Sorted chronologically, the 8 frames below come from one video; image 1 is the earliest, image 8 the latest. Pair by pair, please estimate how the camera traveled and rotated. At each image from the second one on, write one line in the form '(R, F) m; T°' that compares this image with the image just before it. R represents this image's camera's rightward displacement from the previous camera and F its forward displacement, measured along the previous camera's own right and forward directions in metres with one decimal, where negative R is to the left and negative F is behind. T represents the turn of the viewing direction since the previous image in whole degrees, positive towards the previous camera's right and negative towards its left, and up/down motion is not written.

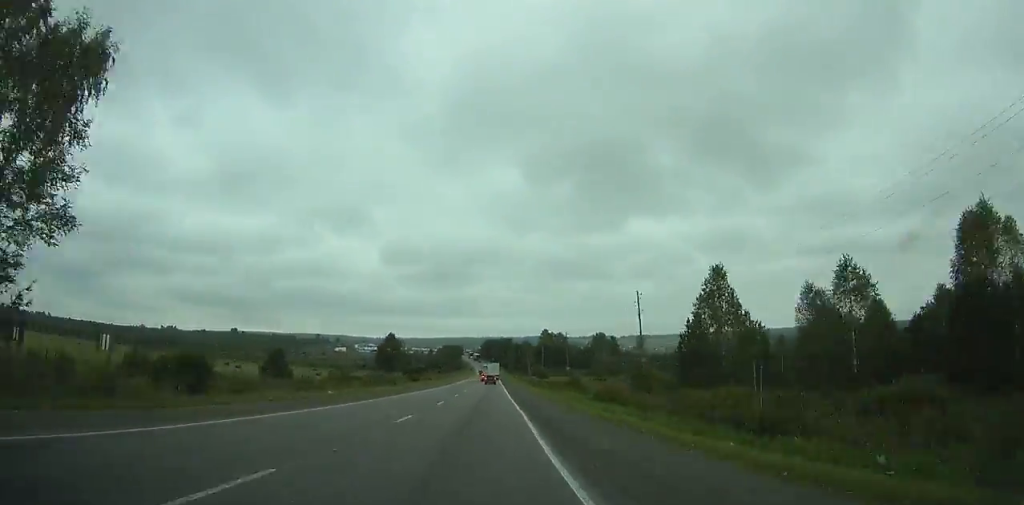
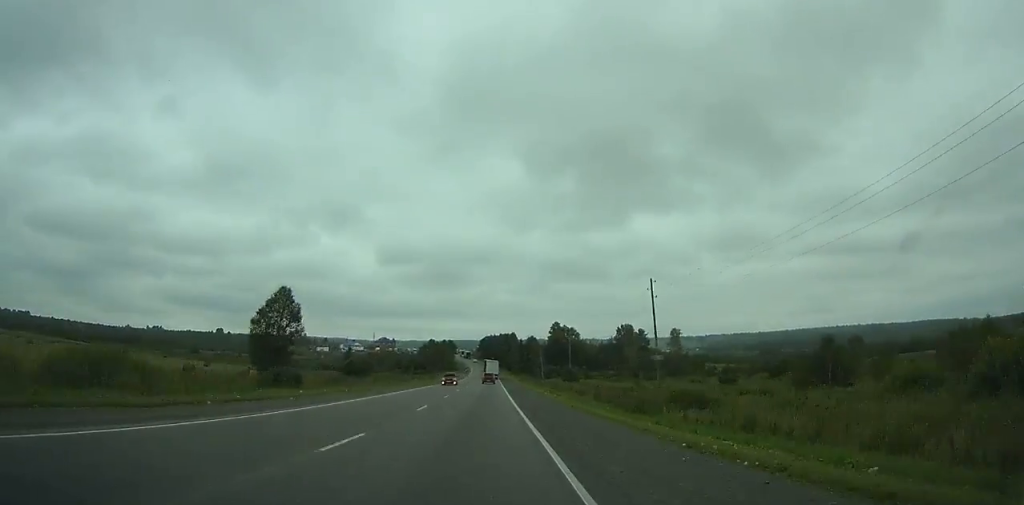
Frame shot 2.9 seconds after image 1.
(+0.1, +64.2) m; 0°
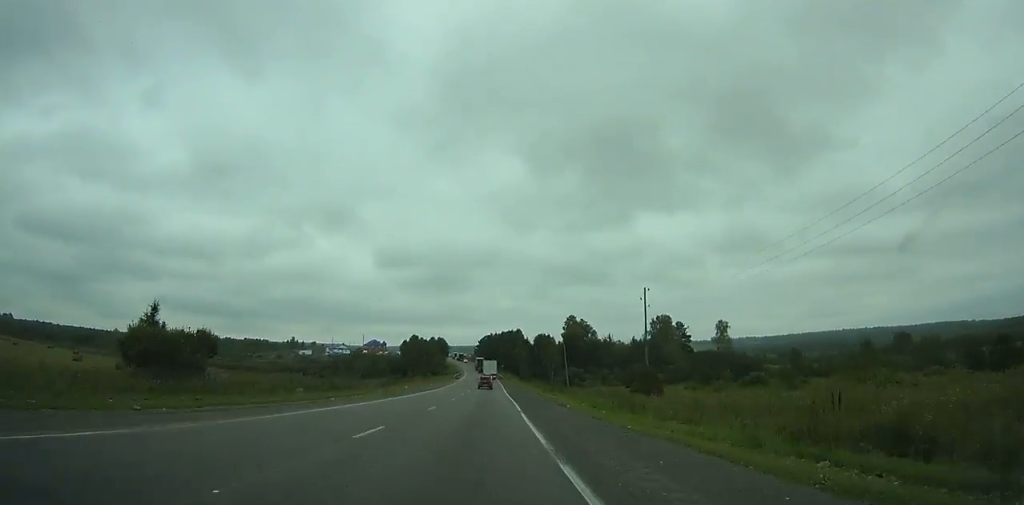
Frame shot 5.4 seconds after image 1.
(+0.2, +55.3) m; 0°
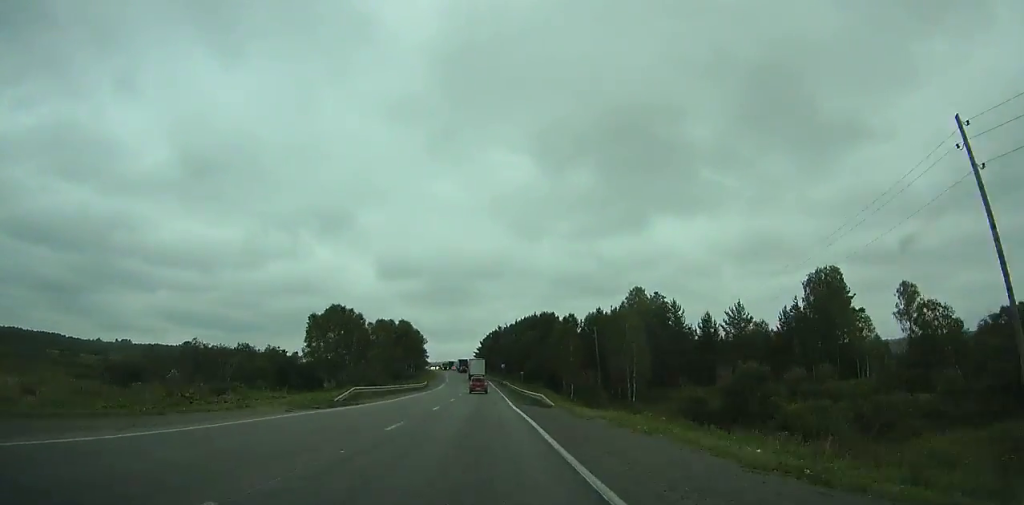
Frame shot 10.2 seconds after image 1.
(-0.6, +103.1) m; -1°
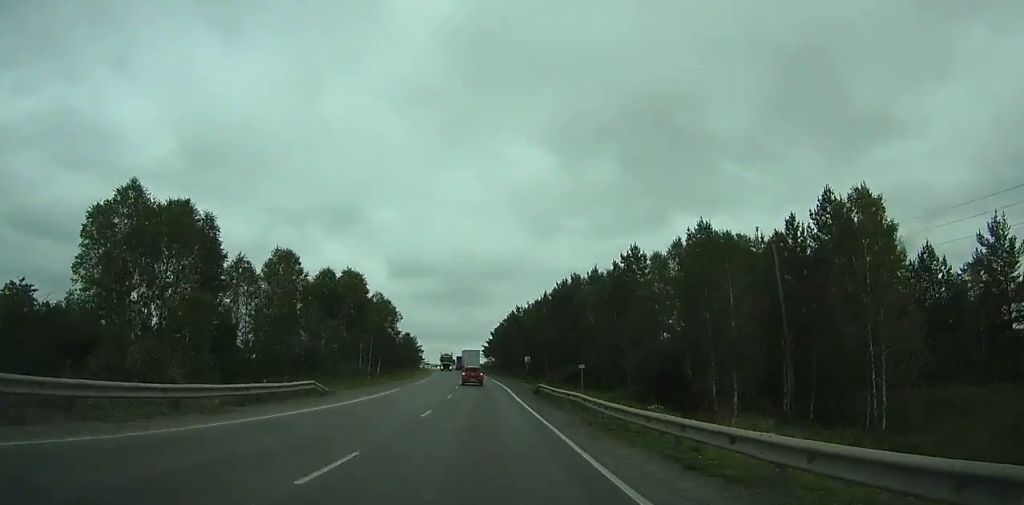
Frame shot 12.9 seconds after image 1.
(-0.5, +53.7) m; -1°
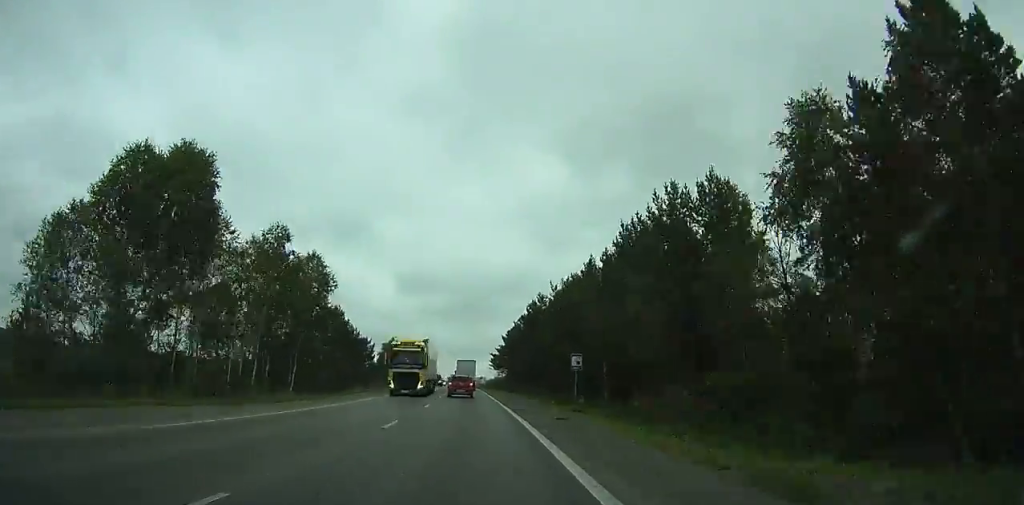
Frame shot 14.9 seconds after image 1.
(-0.2, +36.6) m; -1°
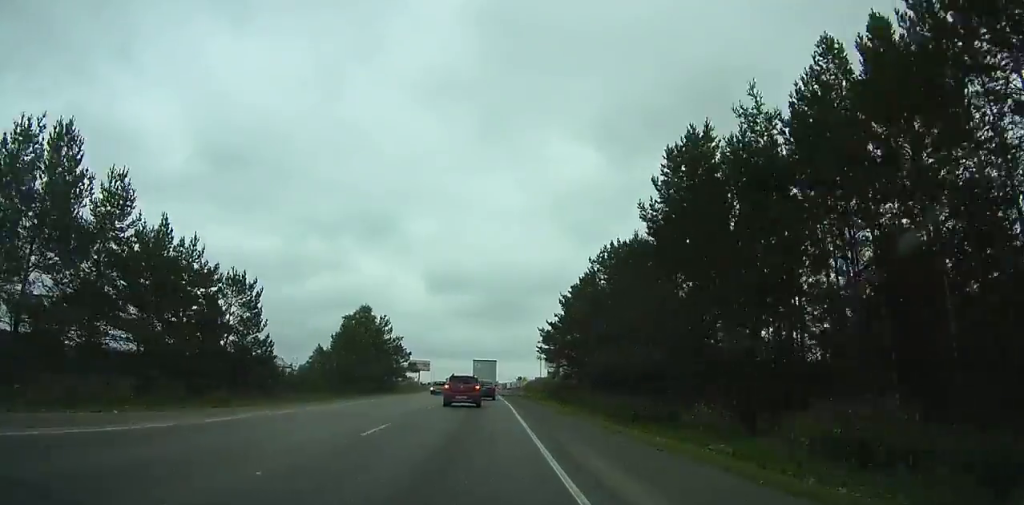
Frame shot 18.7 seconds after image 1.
(-1.2, +61.7) m; -2°
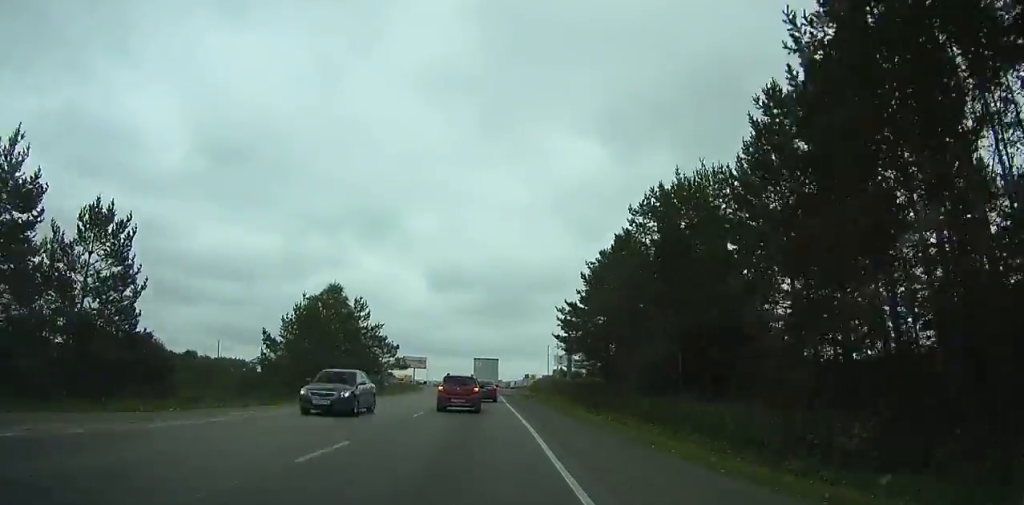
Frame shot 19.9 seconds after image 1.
(-0.1, +17.1) m; 0°
